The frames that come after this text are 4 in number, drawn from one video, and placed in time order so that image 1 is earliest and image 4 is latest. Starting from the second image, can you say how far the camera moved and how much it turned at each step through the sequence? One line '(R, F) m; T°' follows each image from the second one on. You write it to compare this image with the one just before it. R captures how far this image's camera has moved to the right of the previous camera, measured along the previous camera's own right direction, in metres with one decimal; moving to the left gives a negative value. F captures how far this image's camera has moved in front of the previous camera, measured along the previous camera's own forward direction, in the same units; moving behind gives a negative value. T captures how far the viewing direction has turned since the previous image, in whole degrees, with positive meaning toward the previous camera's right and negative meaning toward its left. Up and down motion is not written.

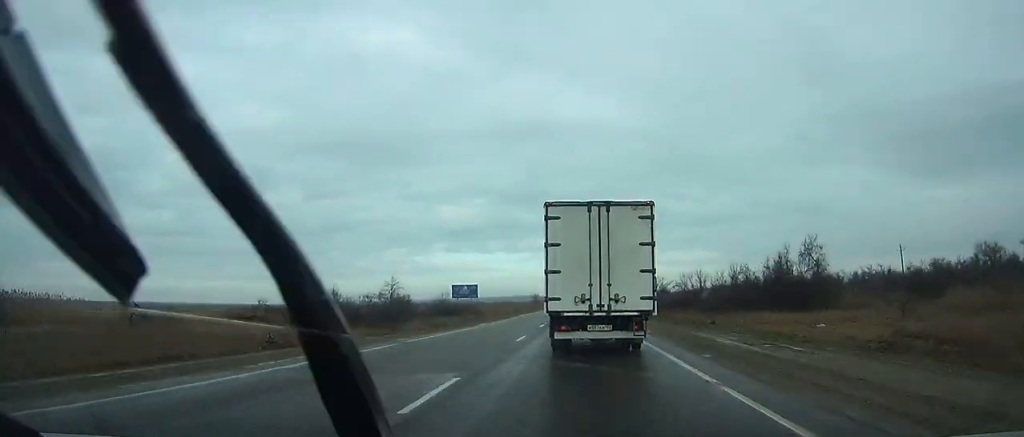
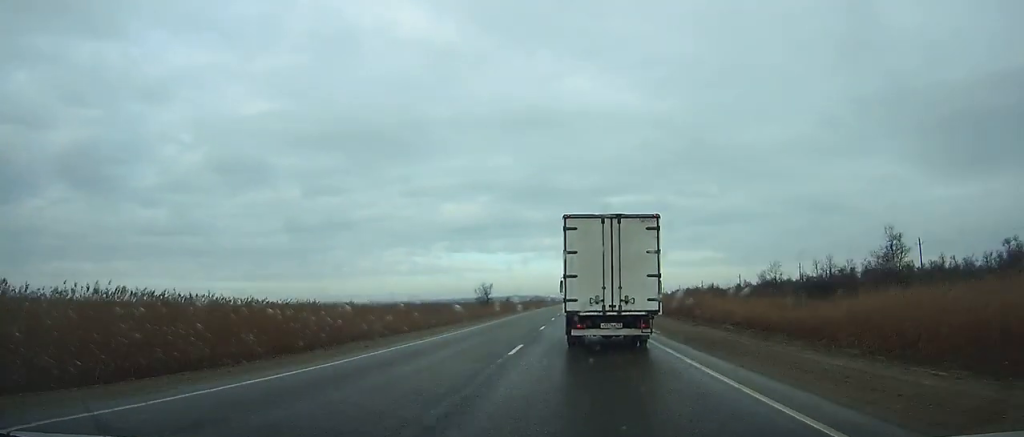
(-2.3, +184.2) m; -1°
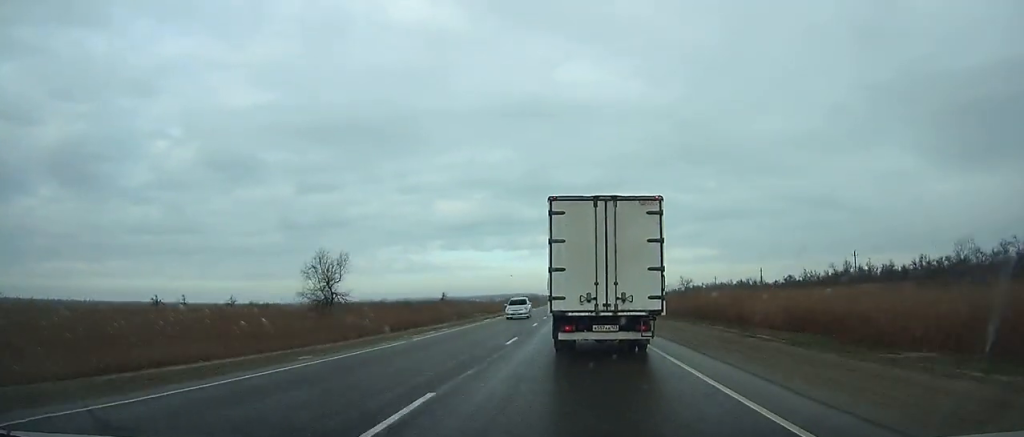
(+0.8, +91.2) m; +1°
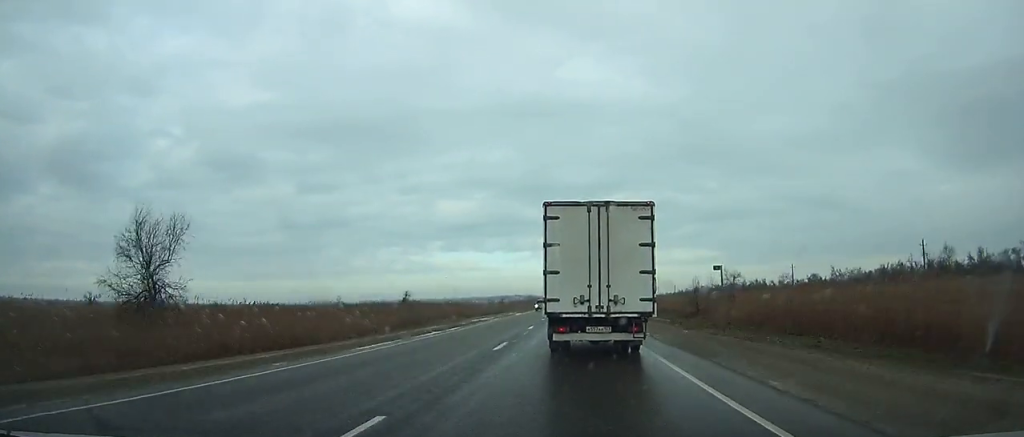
(0.0, +25.5) m; 0°
